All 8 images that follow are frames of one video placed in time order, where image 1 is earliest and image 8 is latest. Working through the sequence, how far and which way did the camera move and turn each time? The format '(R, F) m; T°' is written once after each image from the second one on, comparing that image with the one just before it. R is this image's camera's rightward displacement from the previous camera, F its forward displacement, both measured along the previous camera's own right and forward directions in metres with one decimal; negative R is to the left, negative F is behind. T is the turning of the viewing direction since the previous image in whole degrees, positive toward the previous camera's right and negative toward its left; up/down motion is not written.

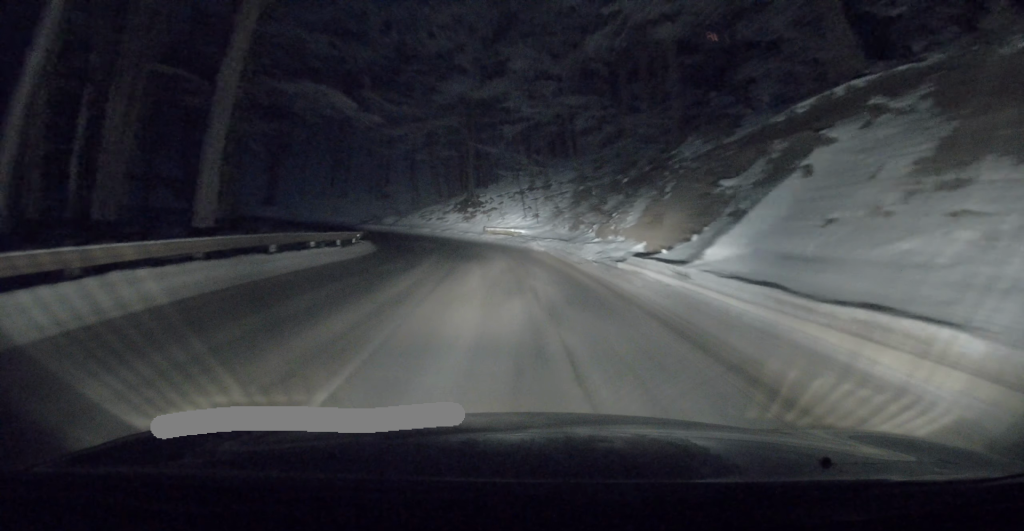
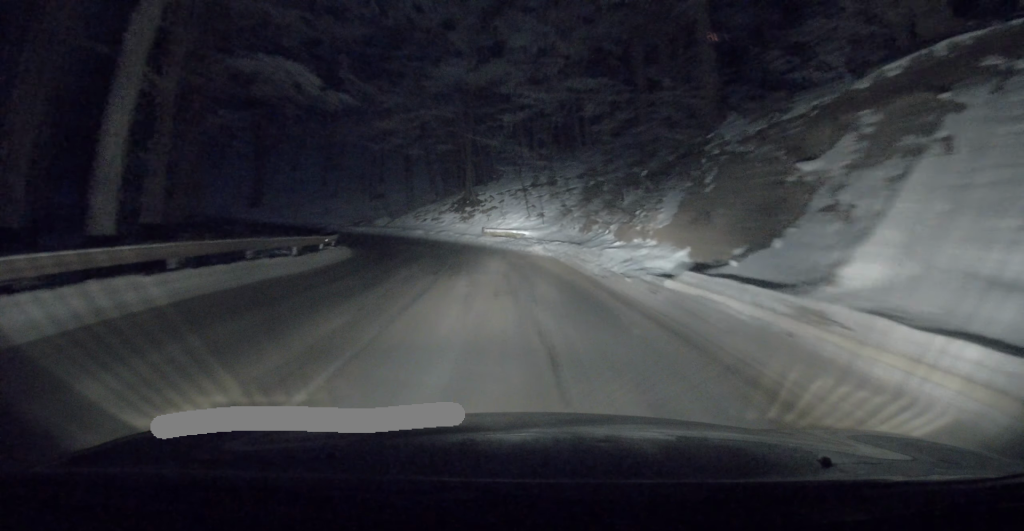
(0.0, +4.1) m; -1°
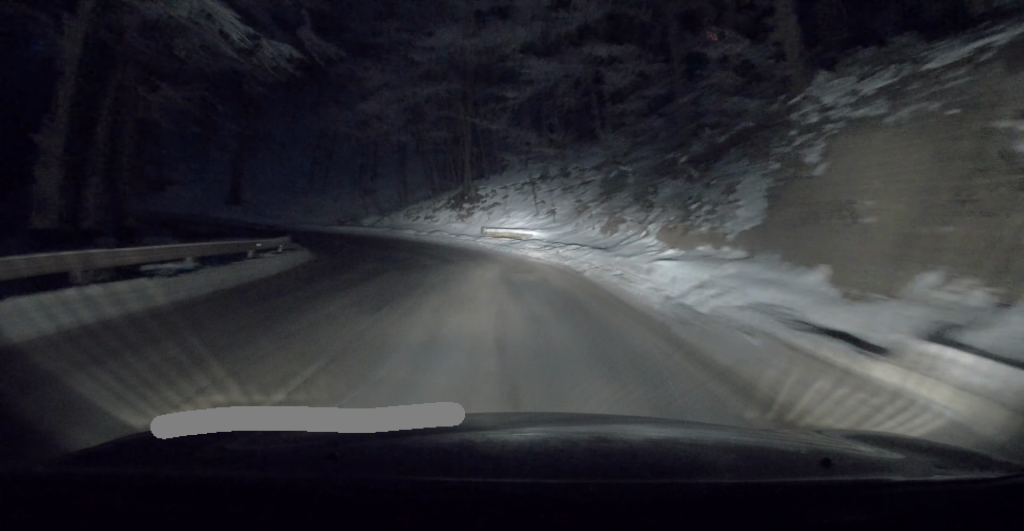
(+0.1, +5.7) m; -2°
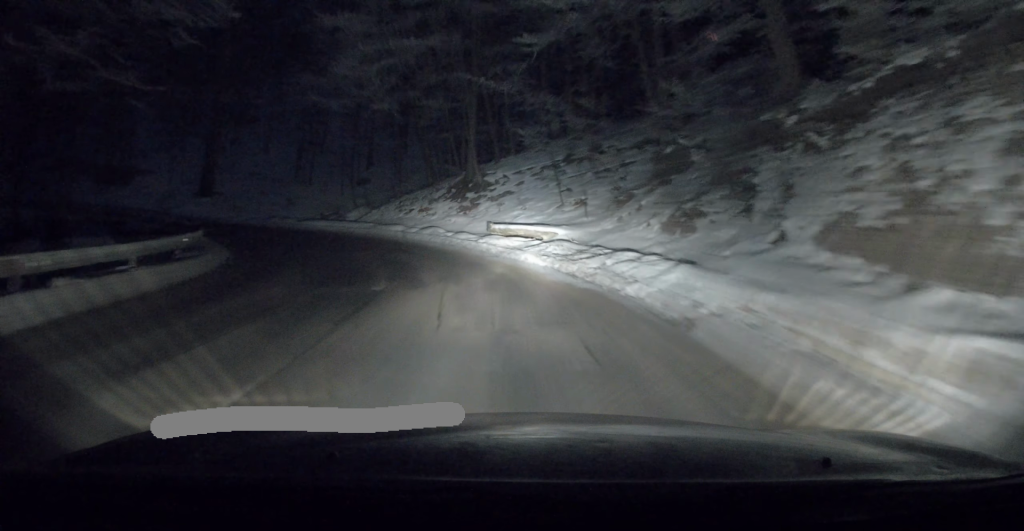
(-0.4, +7.8) m; -3°
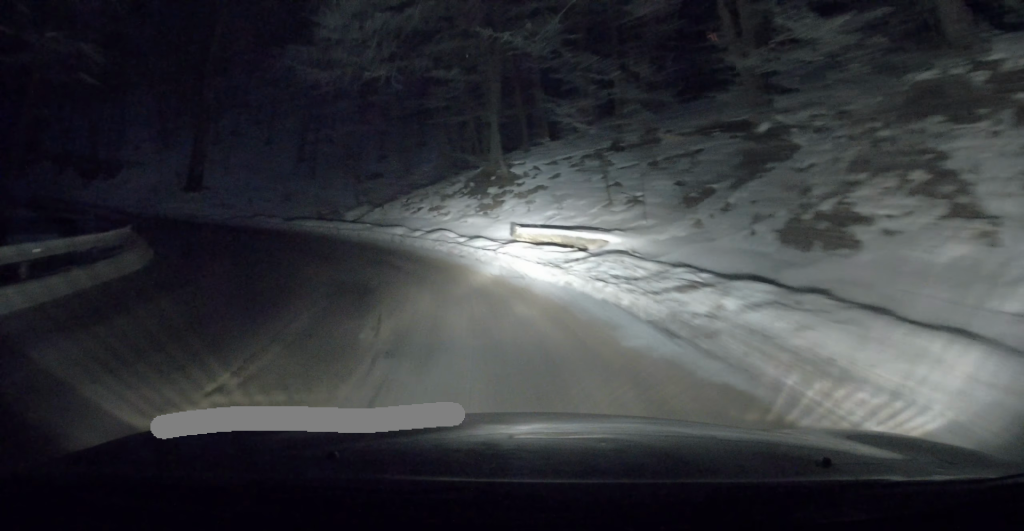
(-0.1, +6.1) m; -4°
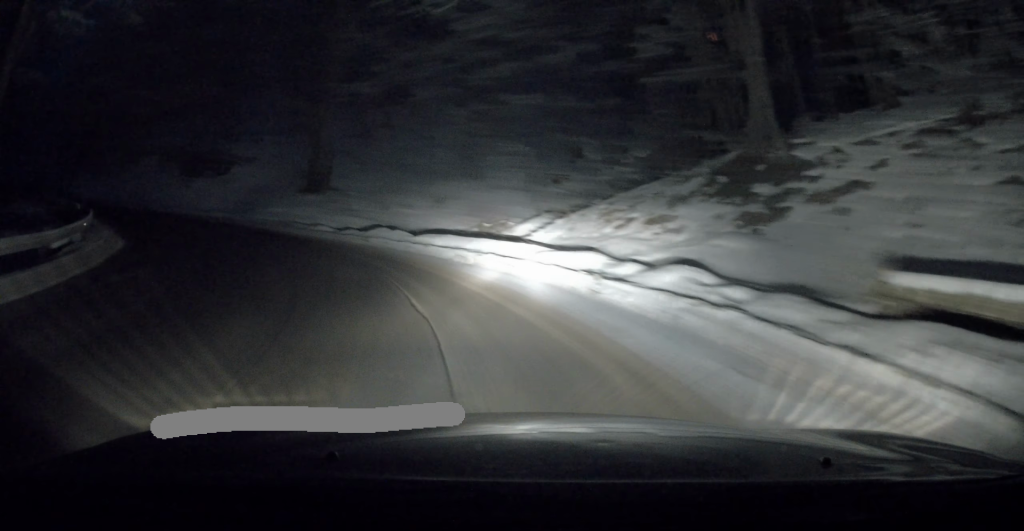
(-1.0, +11.7) m; -16°
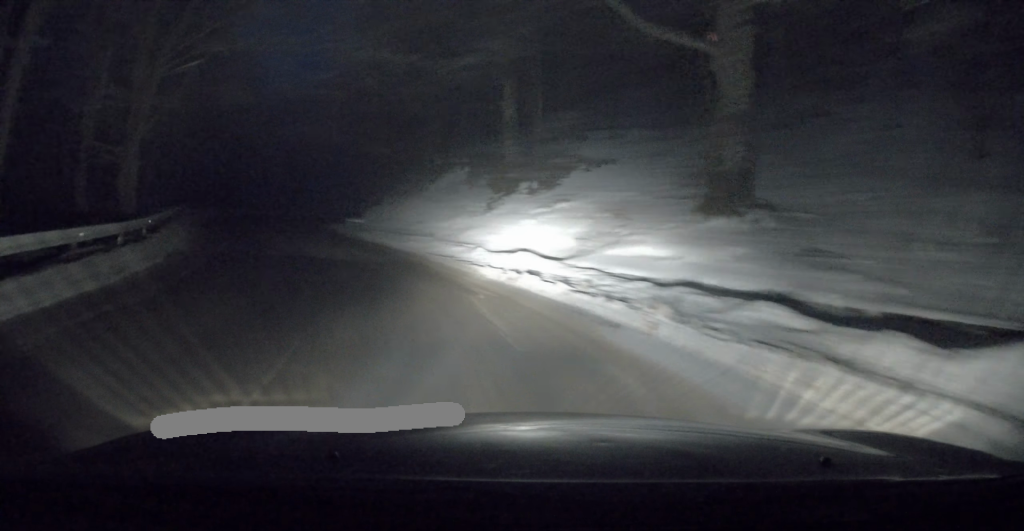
(-5.1, +16.8) m; -28°
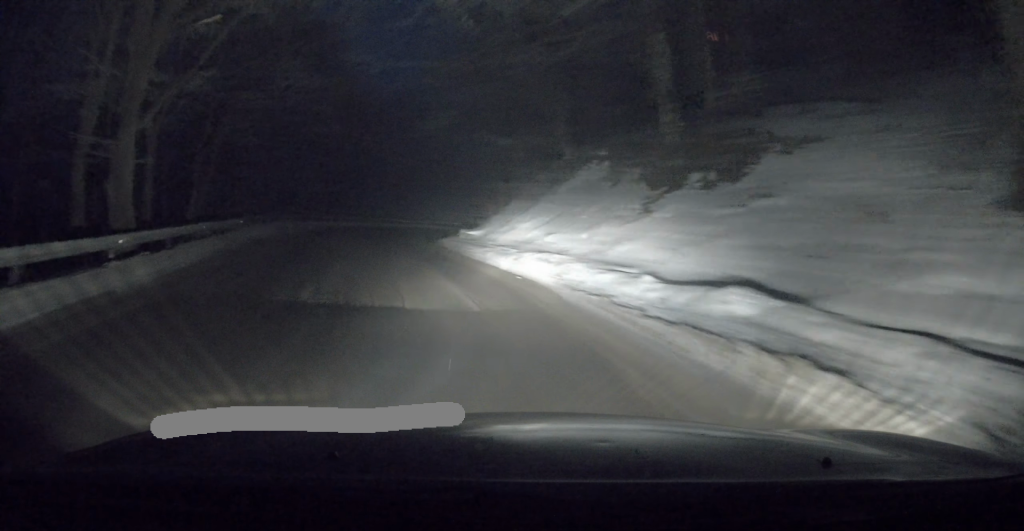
(-0.4, +7.9) m; -7°
